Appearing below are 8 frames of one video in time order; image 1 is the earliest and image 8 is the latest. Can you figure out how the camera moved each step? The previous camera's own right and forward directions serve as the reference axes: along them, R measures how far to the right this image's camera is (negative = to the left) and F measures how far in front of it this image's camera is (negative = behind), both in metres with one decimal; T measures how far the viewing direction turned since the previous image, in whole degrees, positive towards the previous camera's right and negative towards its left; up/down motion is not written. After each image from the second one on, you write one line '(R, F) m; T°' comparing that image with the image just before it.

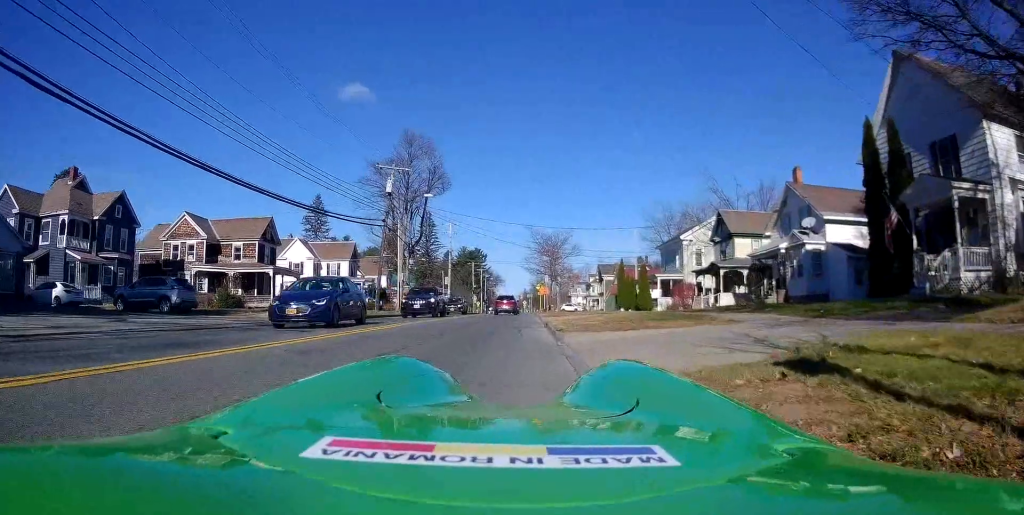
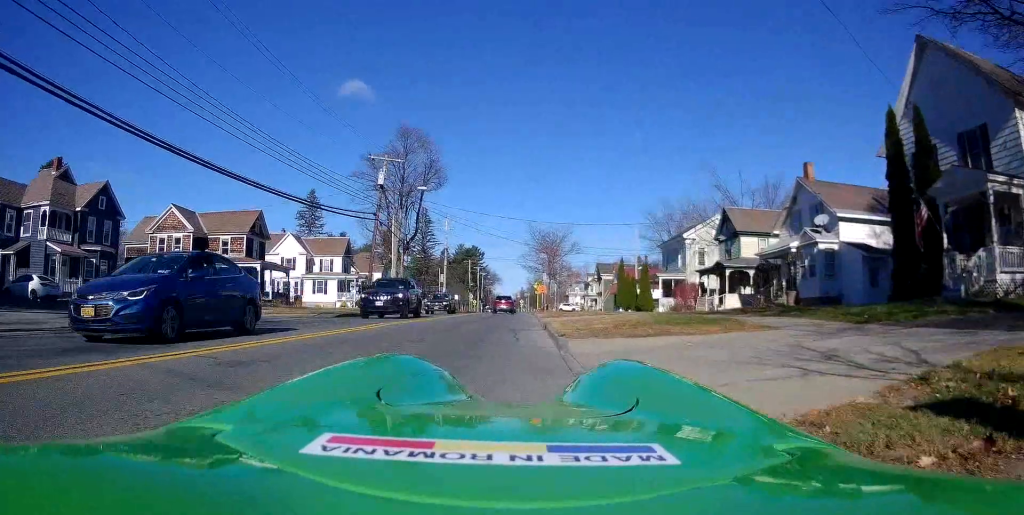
(-0.1, +1.9) m; -3°
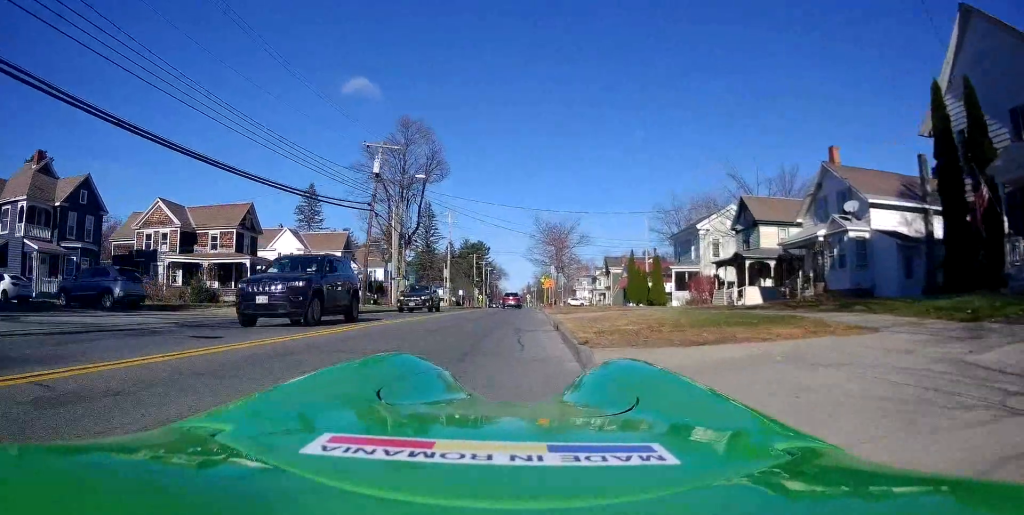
(0.0, +2.7) m; 0°
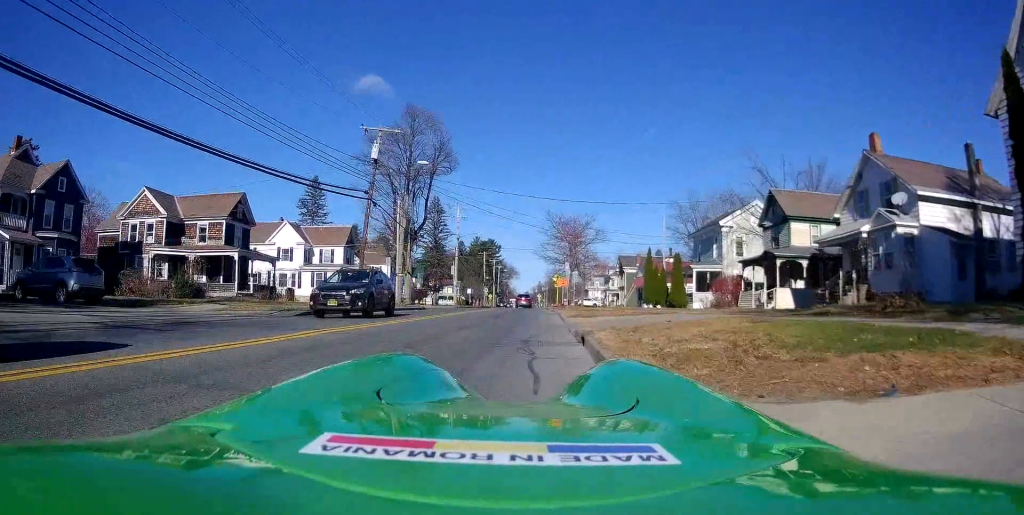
(0.0, +3.6) m; 0°
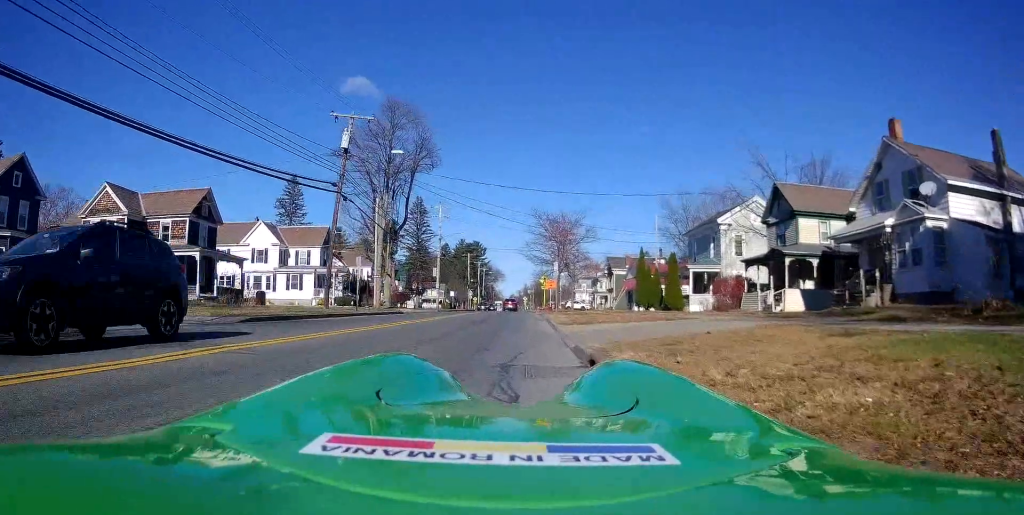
(0.0, +3.3) m; -2°
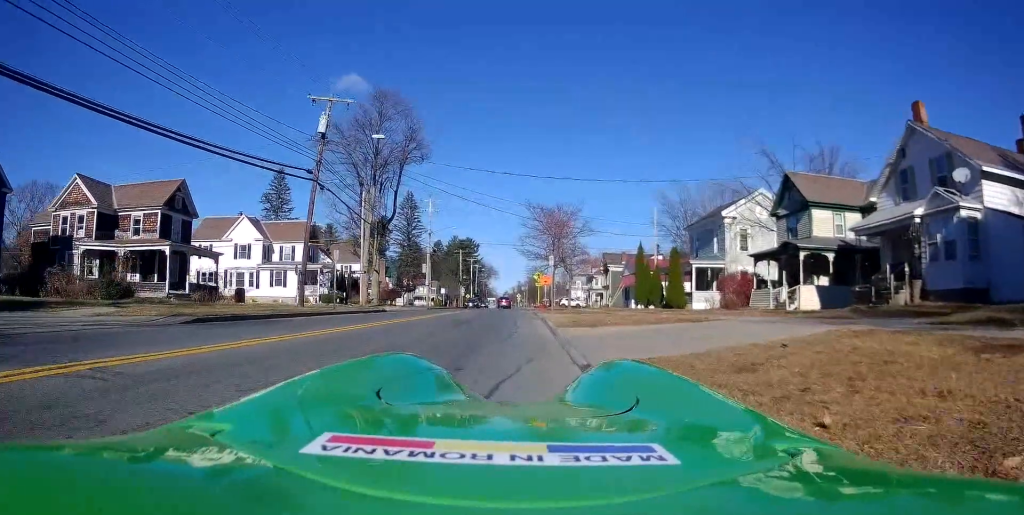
(0.0, +2.7) m; -3°
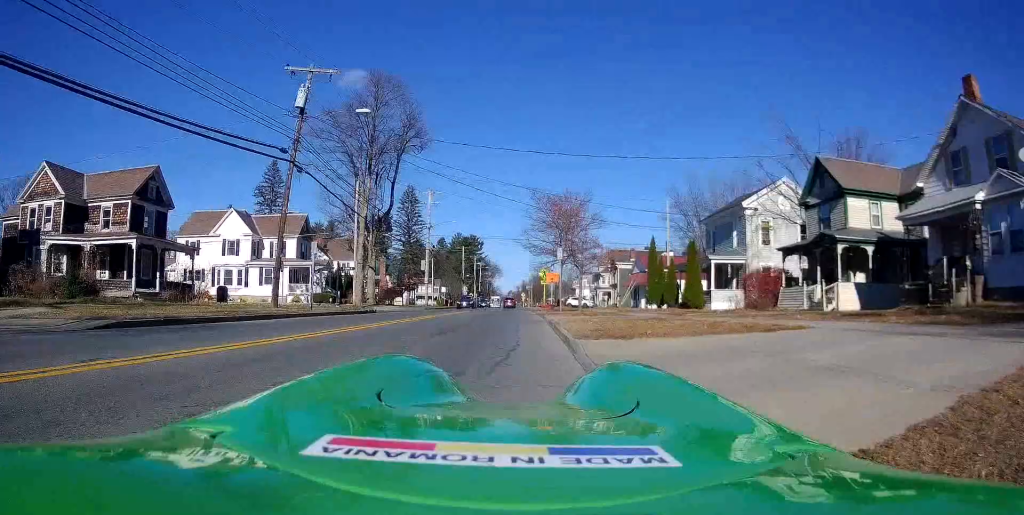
(-0.3, +3.7) m; +1°
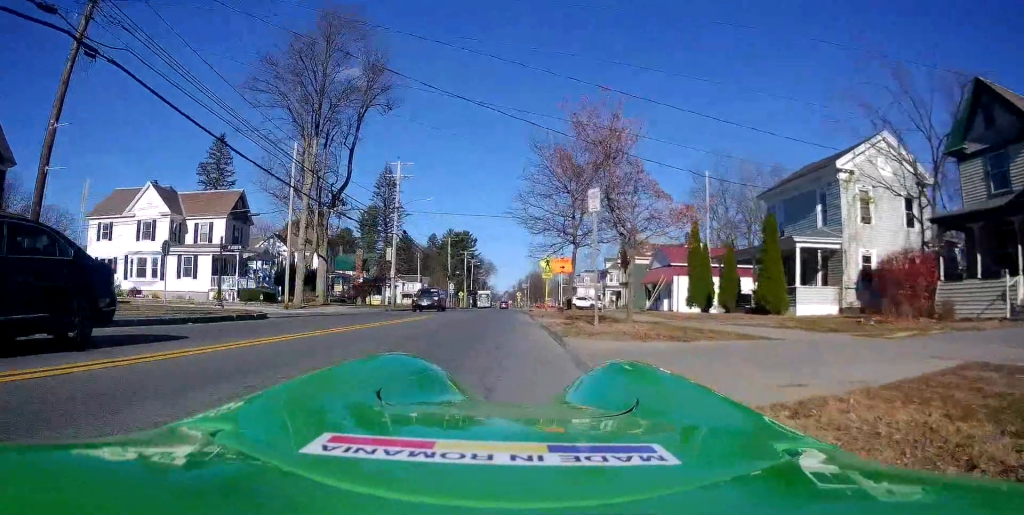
(+0.5, +14.8) m; +1°
